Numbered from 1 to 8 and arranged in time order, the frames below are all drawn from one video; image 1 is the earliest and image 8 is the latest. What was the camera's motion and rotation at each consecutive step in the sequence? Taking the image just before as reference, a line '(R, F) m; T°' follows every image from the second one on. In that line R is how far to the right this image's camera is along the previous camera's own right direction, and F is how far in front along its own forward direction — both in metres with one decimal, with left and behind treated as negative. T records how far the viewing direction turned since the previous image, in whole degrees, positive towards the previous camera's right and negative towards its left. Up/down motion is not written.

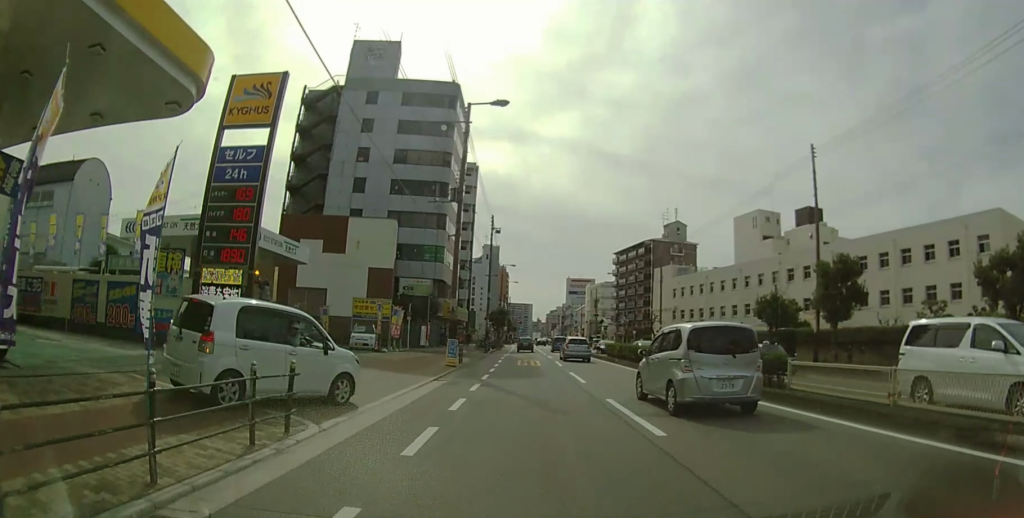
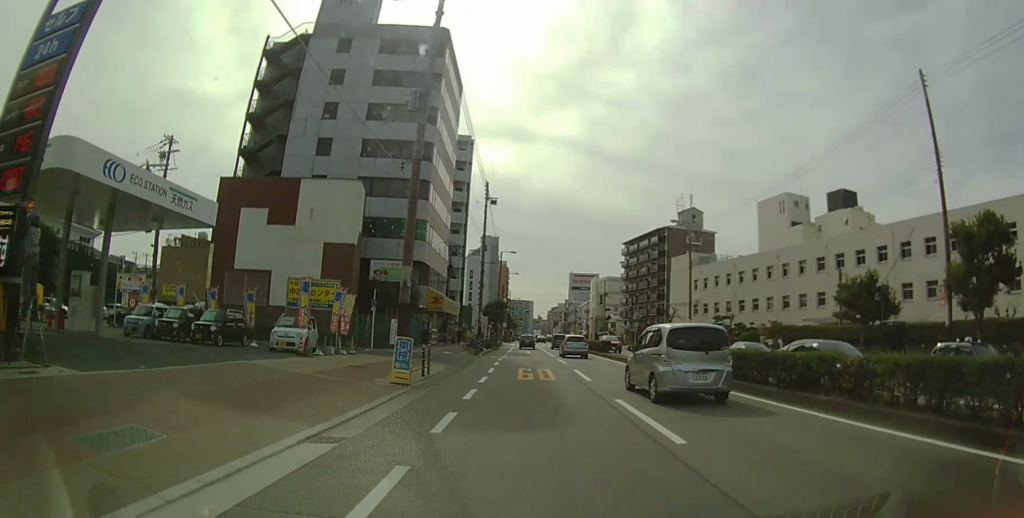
(0.0, +10.5) m; 0°
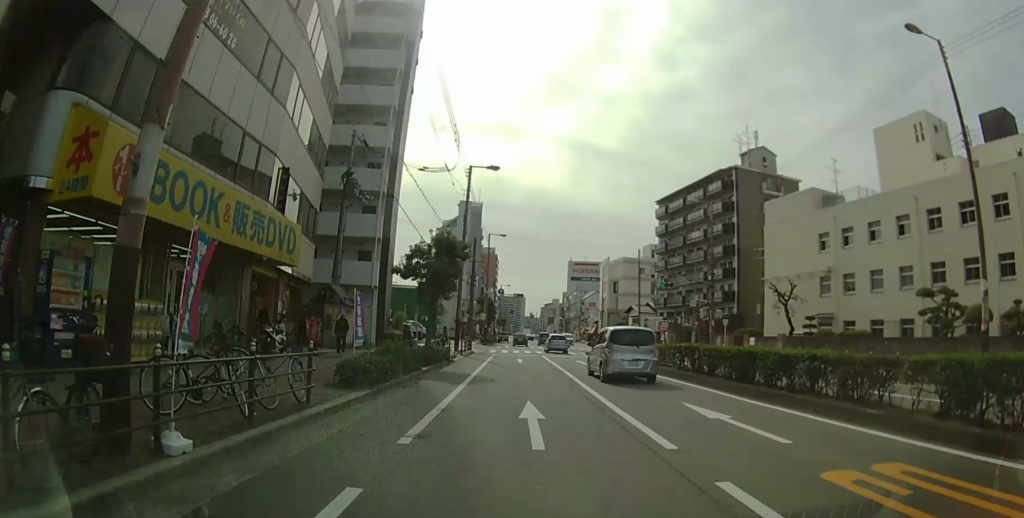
(+0.1, +37.4) m; +1°
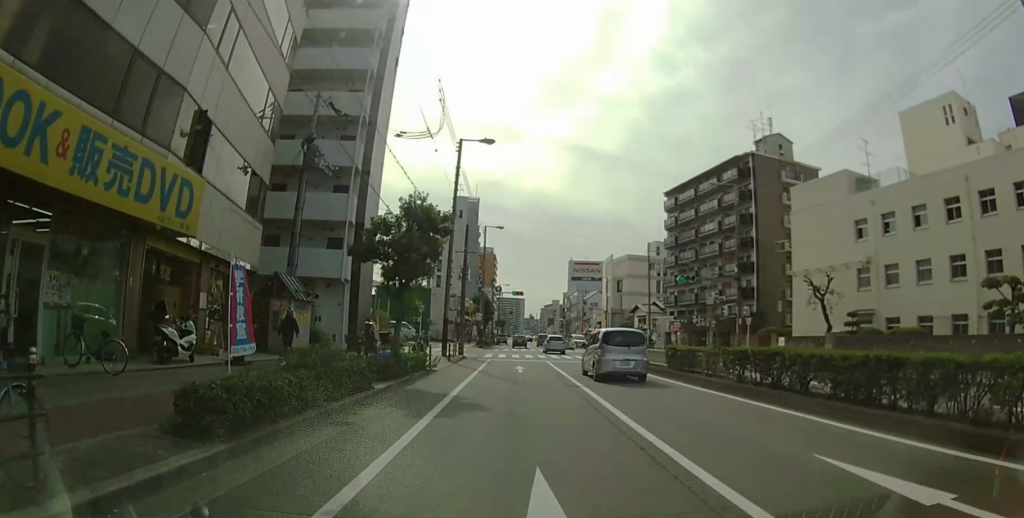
(0.0, +5.5) m; 0°
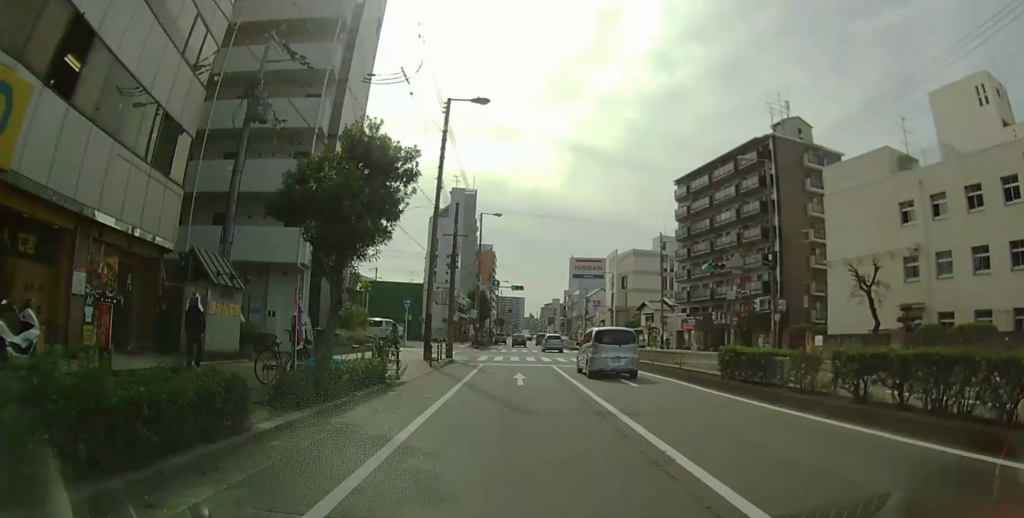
(0.0, +5.6) m; 0°
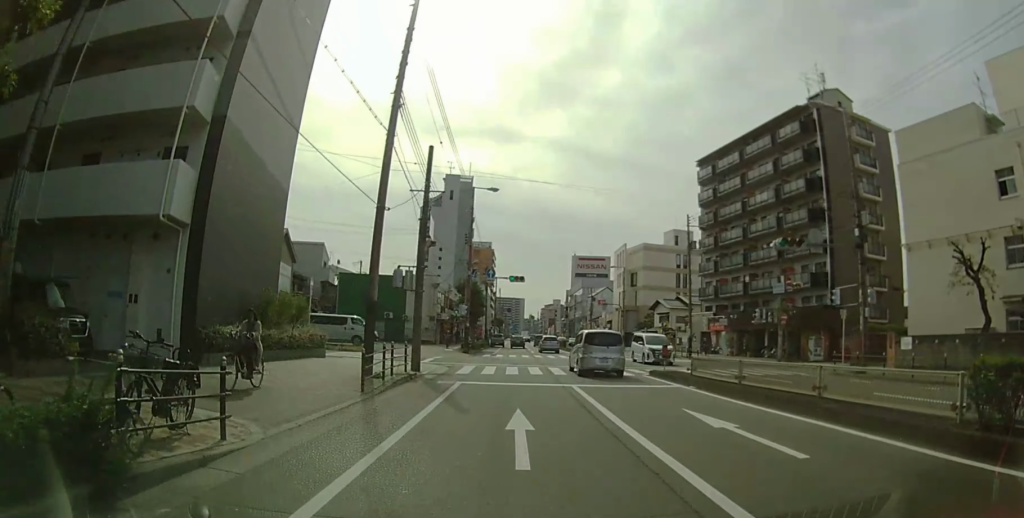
(0.0, +9.5) m; 0°
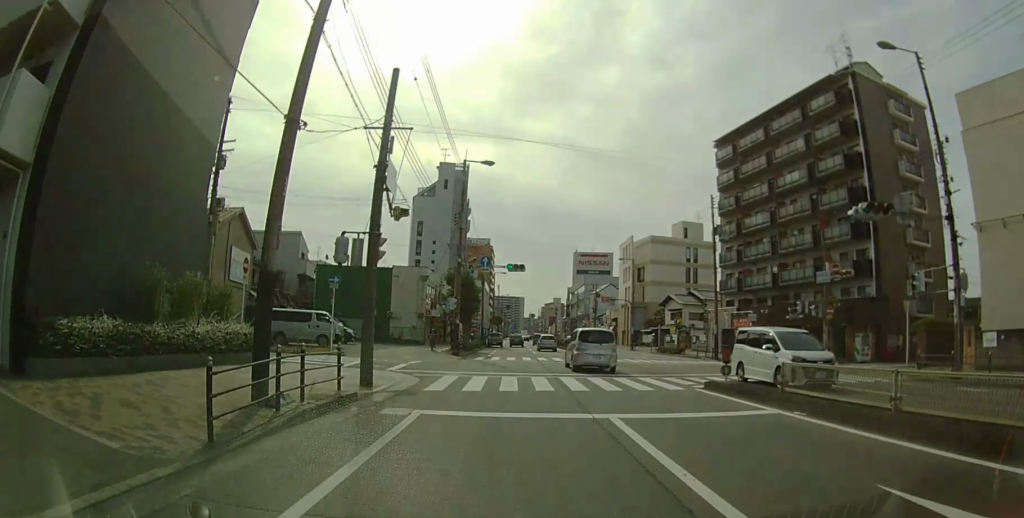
(0.0, +6.8) m; 0°
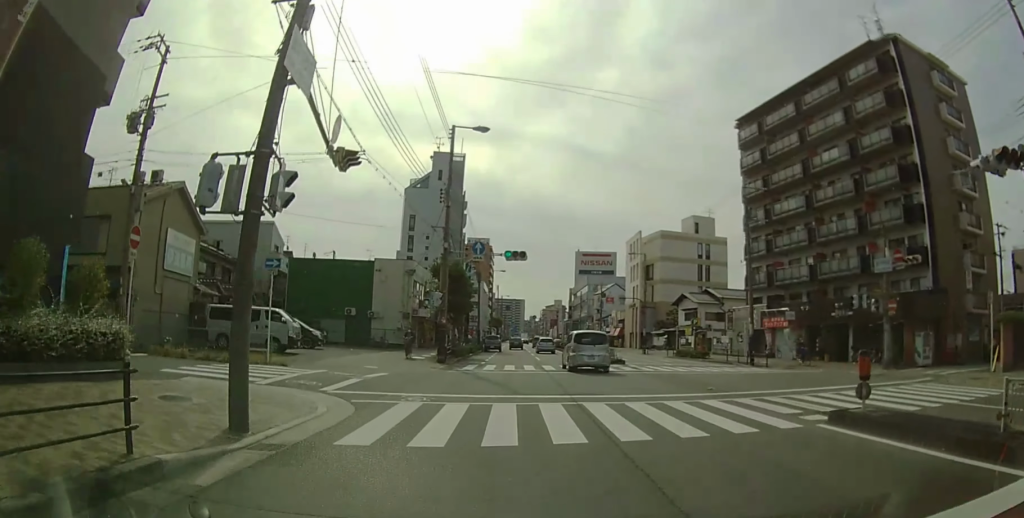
(0.0, +6.3) m; 0°
